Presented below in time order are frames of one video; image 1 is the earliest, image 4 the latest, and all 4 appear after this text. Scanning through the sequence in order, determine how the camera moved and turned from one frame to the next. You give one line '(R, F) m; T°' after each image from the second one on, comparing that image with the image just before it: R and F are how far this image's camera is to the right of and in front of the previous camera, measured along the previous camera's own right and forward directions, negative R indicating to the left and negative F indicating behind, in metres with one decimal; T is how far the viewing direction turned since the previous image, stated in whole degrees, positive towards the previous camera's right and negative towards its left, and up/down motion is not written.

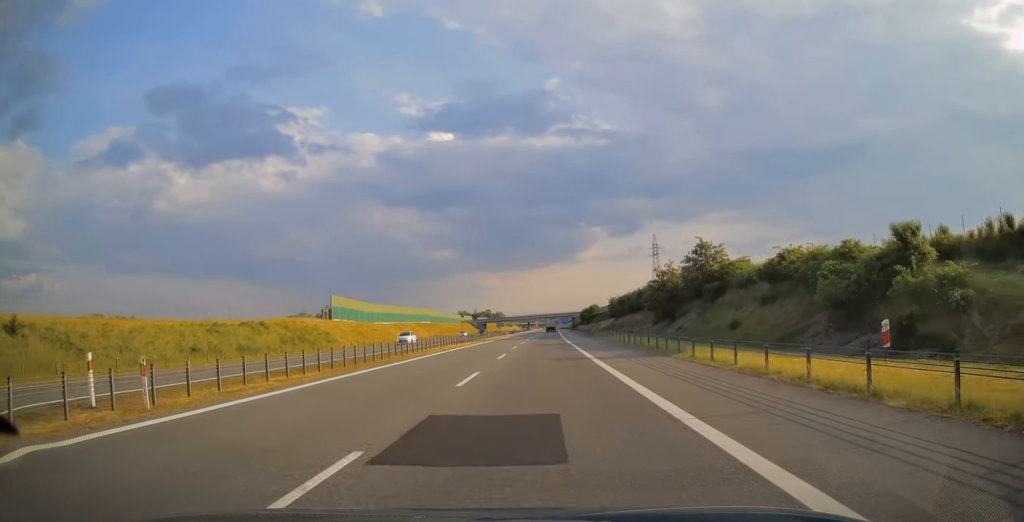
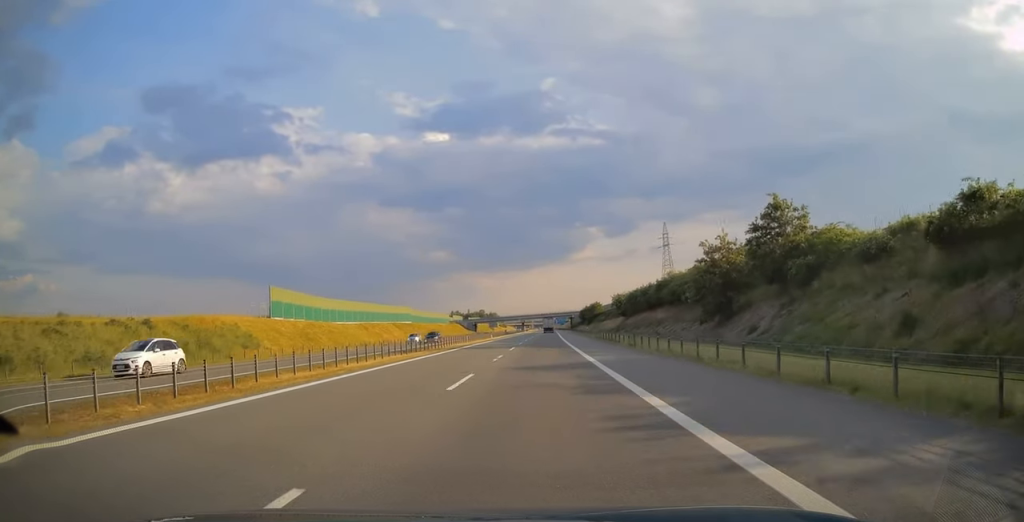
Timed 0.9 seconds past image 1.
(0.0, +25.7) m; 0°
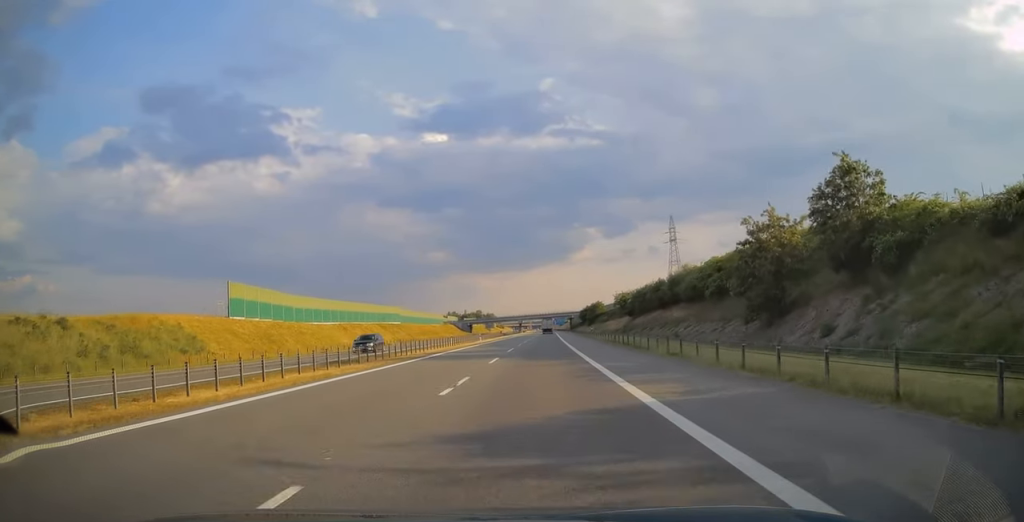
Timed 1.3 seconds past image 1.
(0.0, +12.6) m; 0°
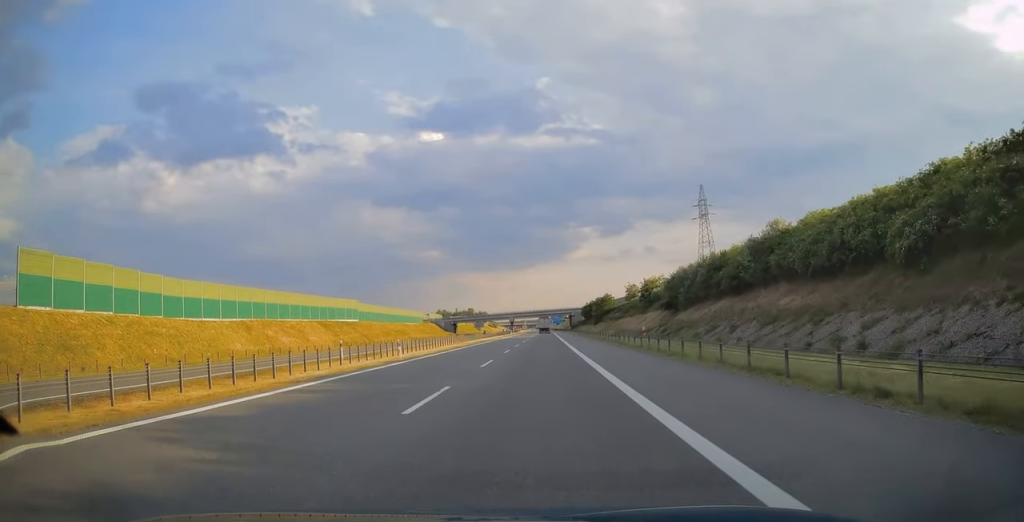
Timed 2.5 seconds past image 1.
(+0.2, +38.2) m; +1°
